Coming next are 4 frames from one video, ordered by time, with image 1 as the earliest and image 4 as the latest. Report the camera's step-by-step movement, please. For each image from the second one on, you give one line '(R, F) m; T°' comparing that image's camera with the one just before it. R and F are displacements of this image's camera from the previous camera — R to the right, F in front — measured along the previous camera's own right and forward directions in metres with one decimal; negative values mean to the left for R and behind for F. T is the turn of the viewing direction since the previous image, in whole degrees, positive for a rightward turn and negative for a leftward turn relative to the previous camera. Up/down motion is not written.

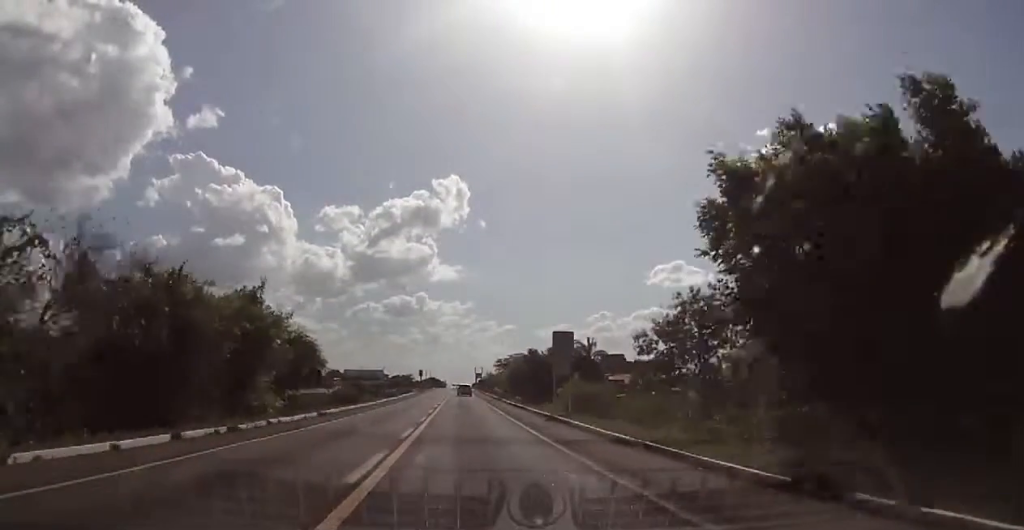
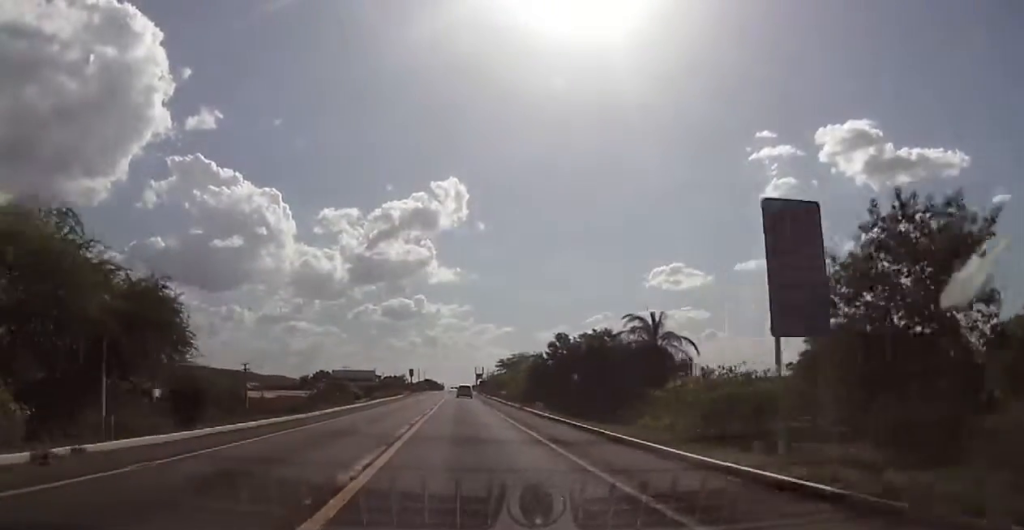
(-0.1, +24.8) m; 0°
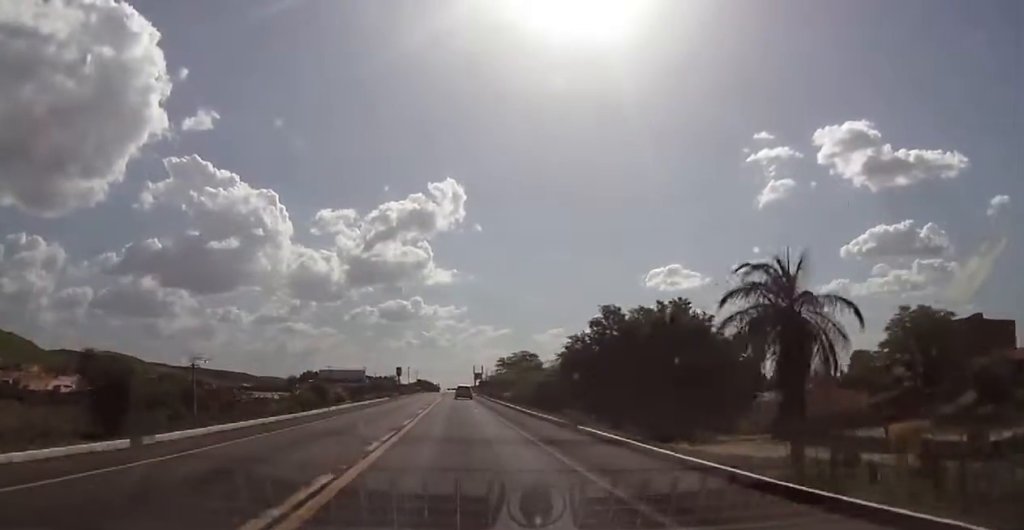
(-0.2, +20.2) m; 0°
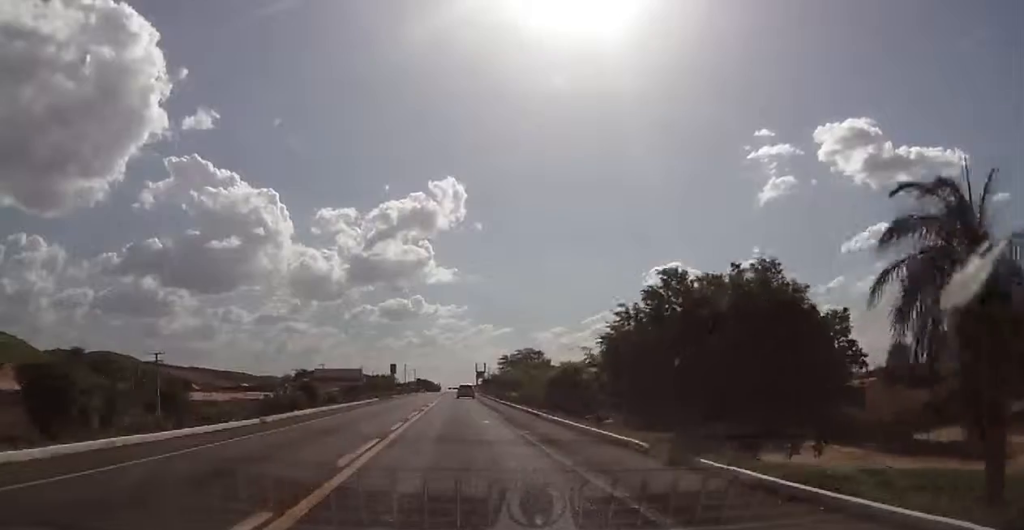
(+0.2, +11.2) m; 0°
